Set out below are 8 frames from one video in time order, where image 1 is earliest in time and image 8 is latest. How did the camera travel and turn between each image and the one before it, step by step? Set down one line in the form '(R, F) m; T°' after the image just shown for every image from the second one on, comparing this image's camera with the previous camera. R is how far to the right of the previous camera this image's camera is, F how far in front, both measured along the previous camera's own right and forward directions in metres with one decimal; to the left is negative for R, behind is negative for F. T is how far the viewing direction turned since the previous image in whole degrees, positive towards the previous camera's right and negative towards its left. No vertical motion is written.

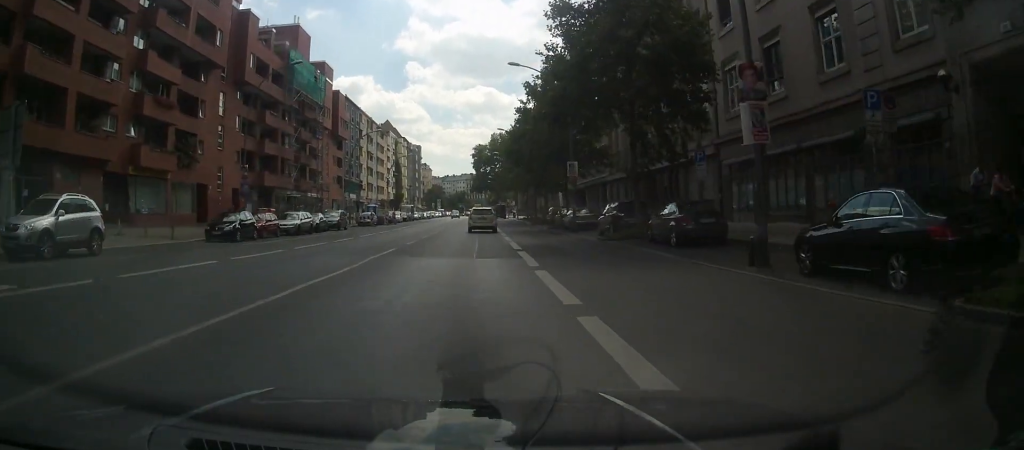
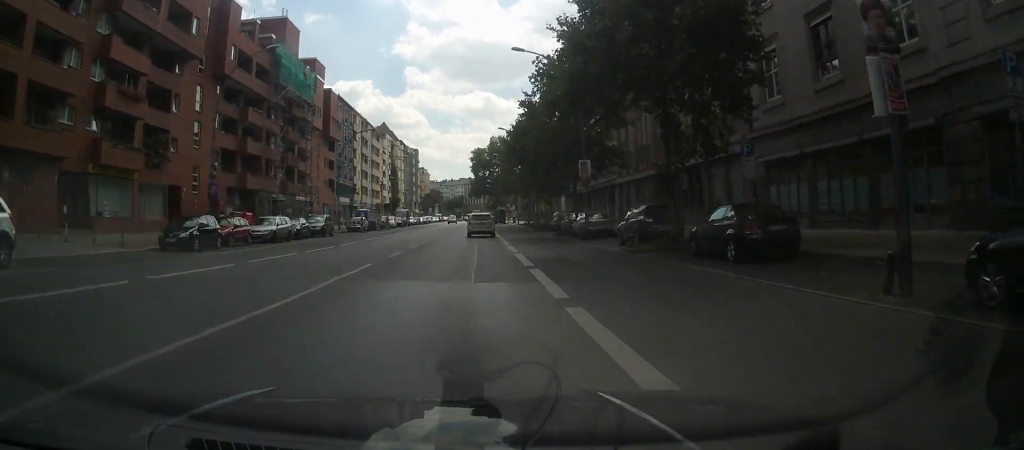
(-0.1, +4.7) m; 0°
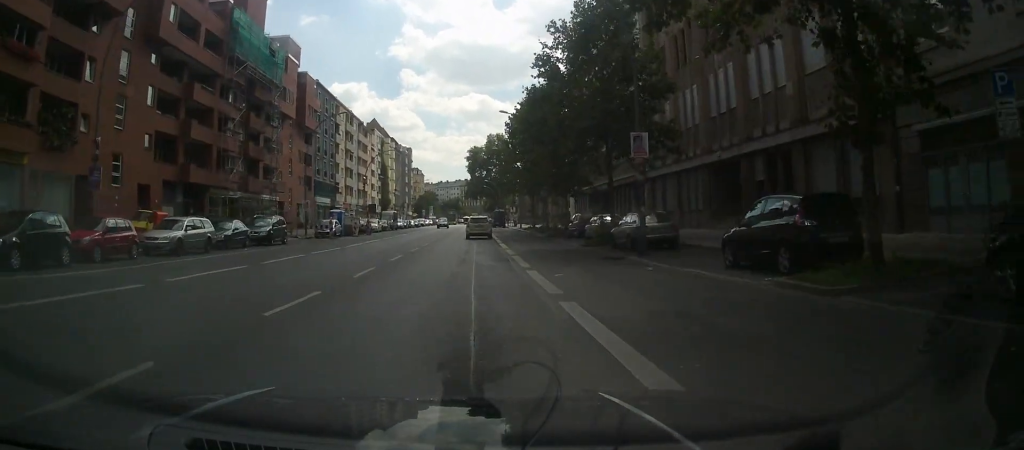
(+0.3, +11.7) m; +2°
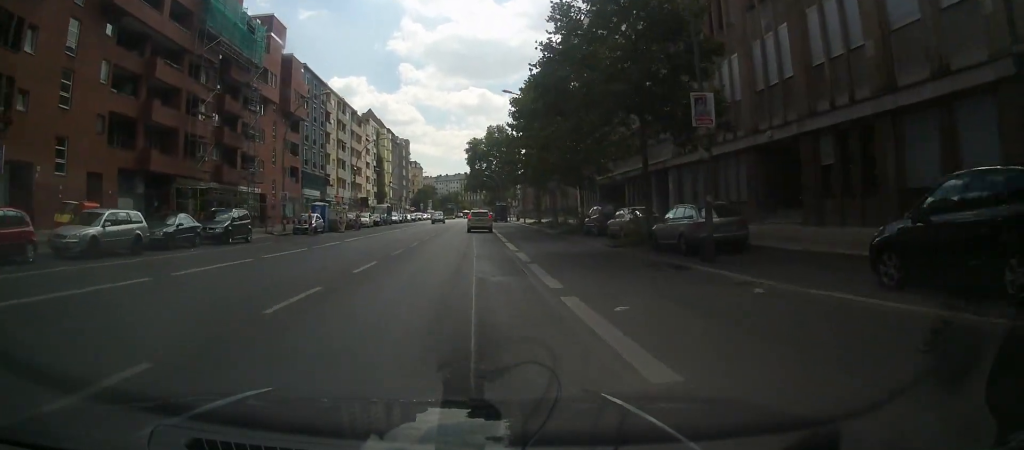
(0.0, +6.2) m; -1°
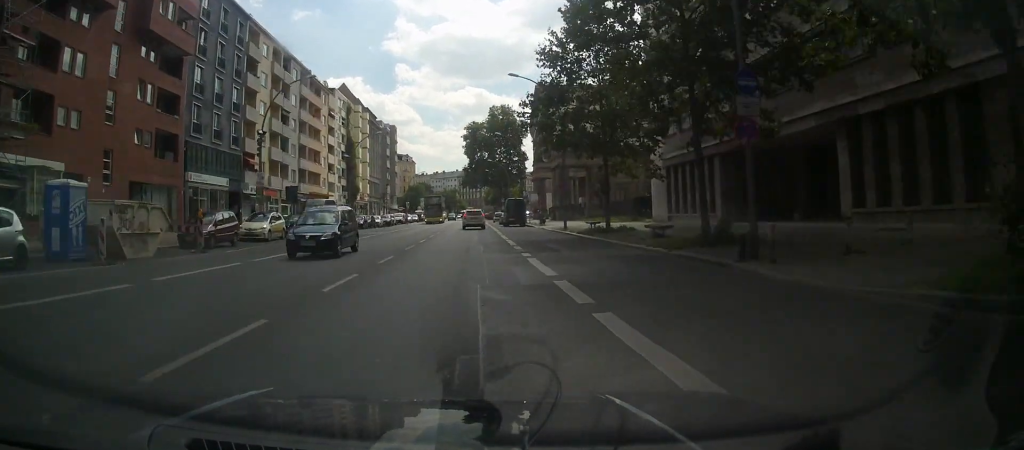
(-0.1, +33.8) m; +1°
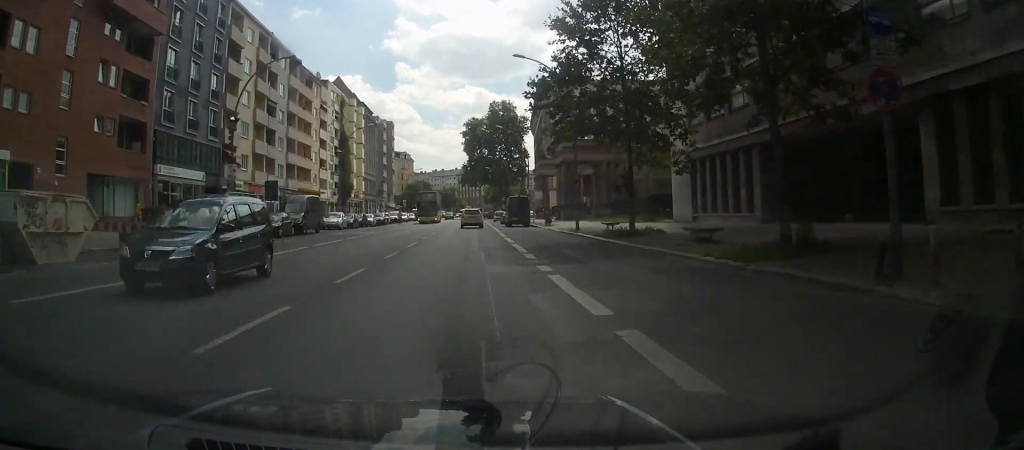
(0.0, +5.2) m; 0°
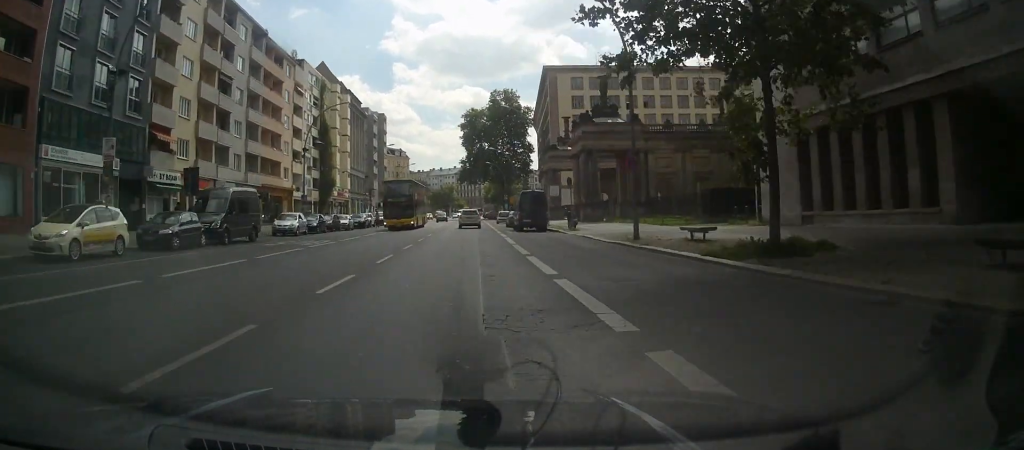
(0.0, +13.7) m; 0°
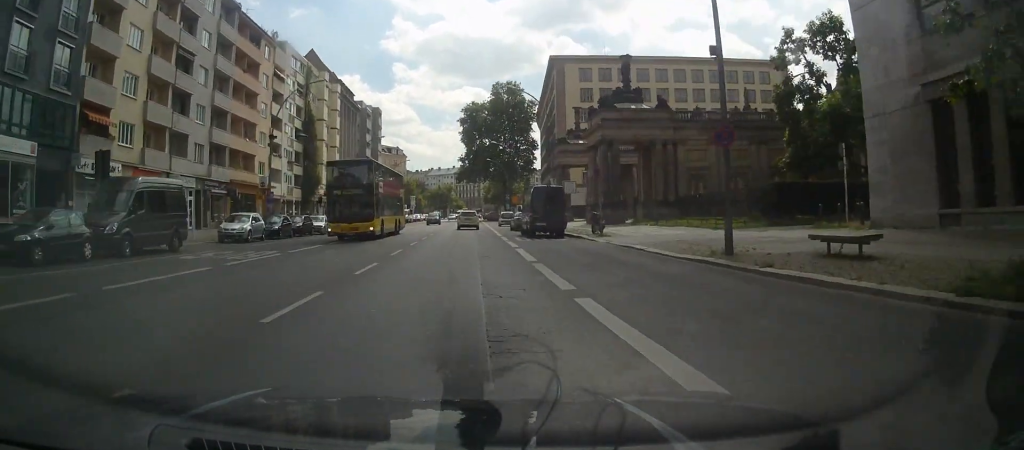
(0.0, +8.8) m; 0°
